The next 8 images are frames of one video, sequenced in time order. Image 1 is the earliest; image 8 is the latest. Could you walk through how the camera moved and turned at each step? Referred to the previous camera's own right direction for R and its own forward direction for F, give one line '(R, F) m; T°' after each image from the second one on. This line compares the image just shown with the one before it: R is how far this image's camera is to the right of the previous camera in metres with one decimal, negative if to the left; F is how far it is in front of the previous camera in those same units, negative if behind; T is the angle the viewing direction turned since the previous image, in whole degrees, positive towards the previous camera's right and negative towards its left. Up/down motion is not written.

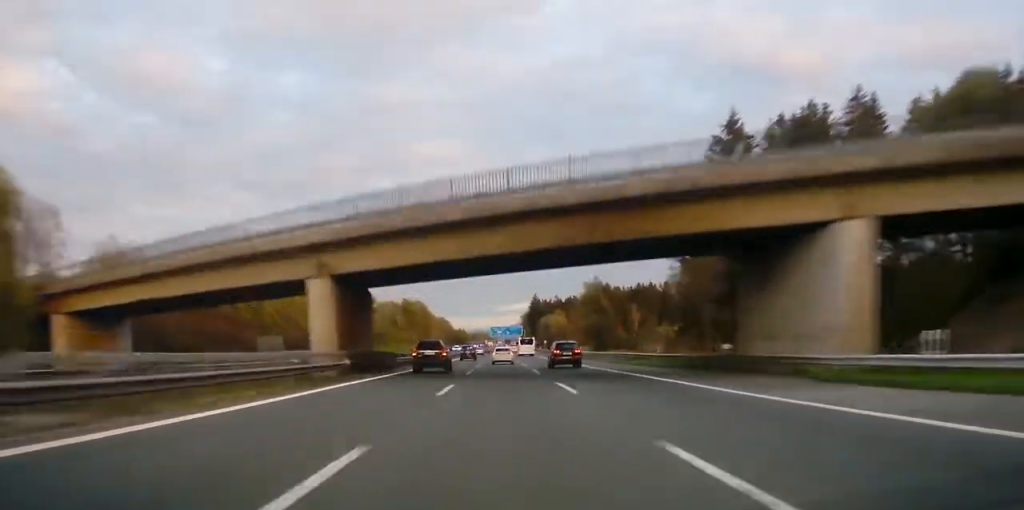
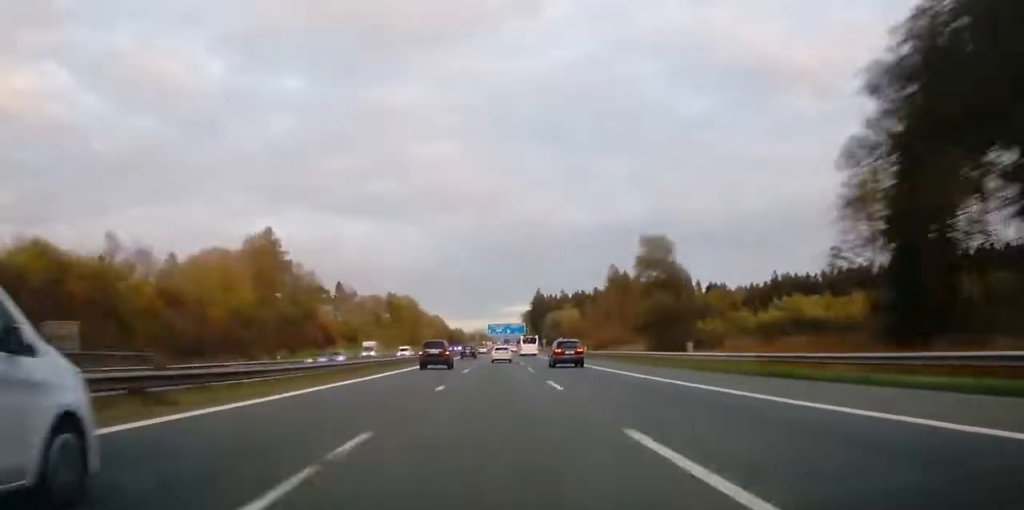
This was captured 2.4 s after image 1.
(+0.3, +54.2) m; -1°
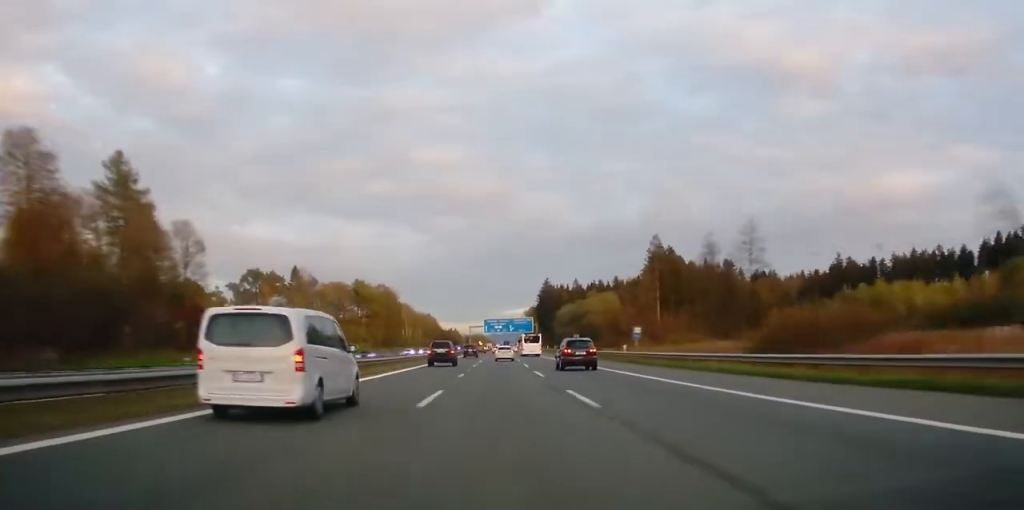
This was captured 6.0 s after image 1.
(-2.3, +79.5) m; +2°
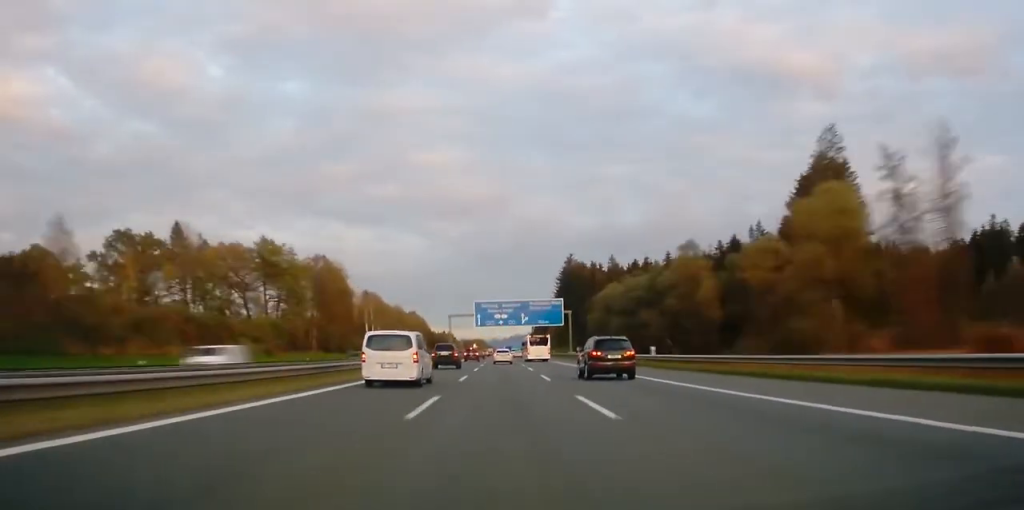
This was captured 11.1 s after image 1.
(+4.9, +101.5) m; +1°
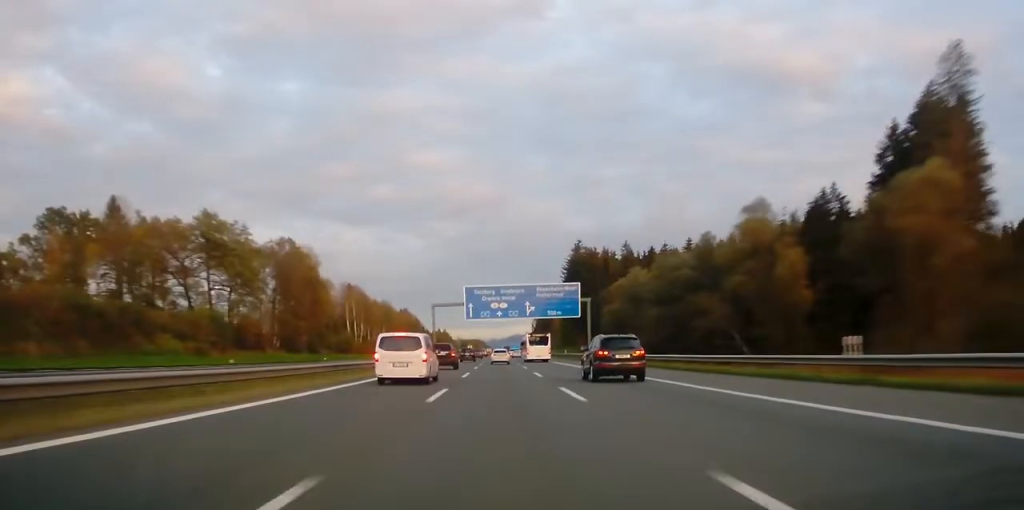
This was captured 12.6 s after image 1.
(-0.3, +28.6) m; -1°
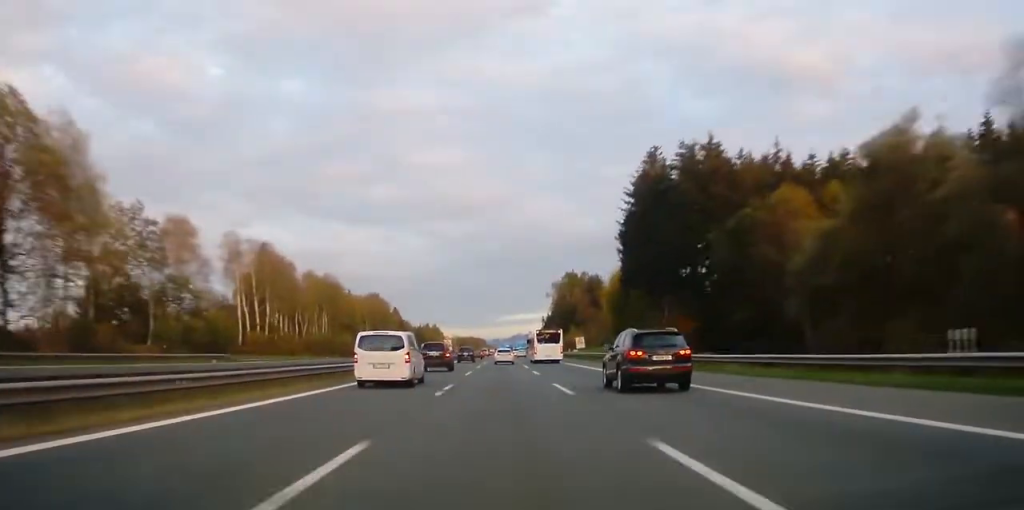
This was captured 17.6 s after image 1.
(-1.0, +101.8) m; -1°
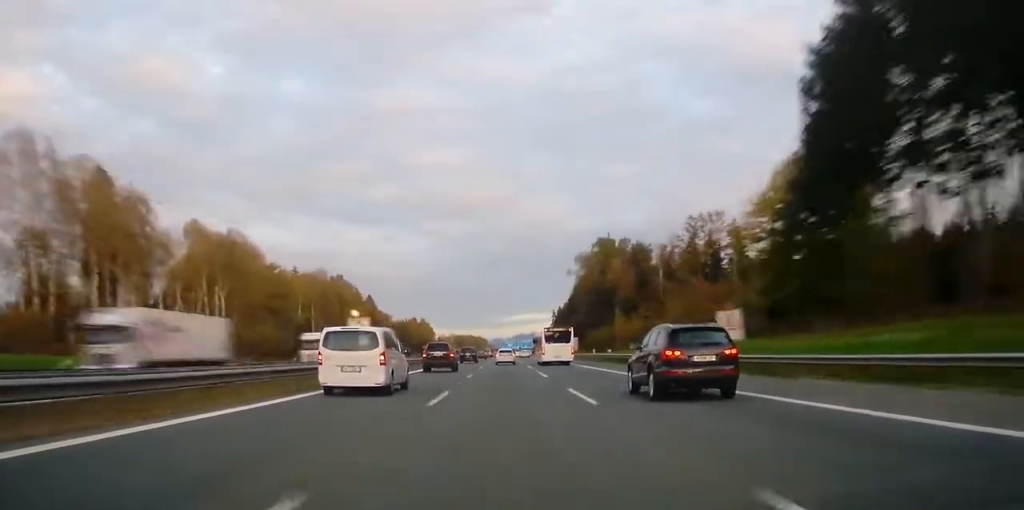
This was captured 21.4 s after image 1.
(-0.1, +76.0) m; 0°
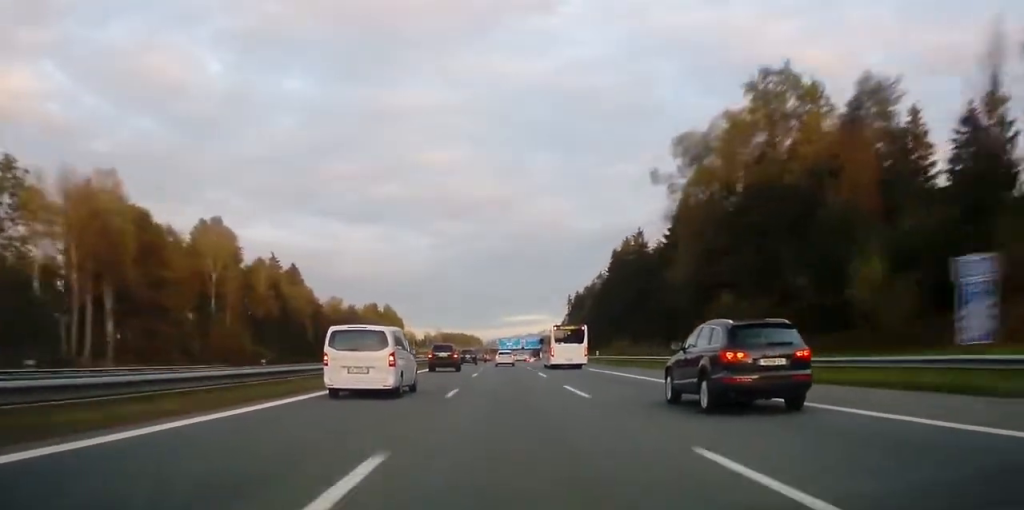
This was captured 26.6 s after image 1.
(+0.2, +107.4) m; +1°
